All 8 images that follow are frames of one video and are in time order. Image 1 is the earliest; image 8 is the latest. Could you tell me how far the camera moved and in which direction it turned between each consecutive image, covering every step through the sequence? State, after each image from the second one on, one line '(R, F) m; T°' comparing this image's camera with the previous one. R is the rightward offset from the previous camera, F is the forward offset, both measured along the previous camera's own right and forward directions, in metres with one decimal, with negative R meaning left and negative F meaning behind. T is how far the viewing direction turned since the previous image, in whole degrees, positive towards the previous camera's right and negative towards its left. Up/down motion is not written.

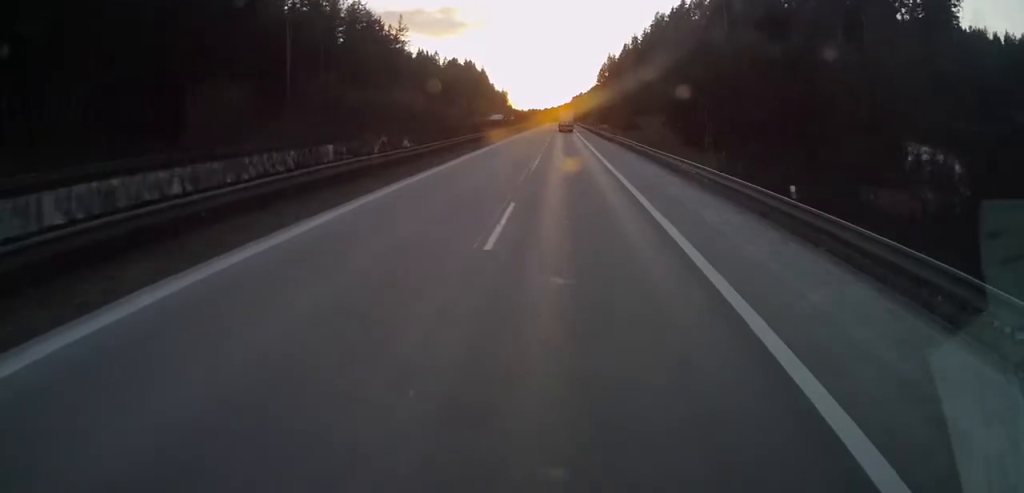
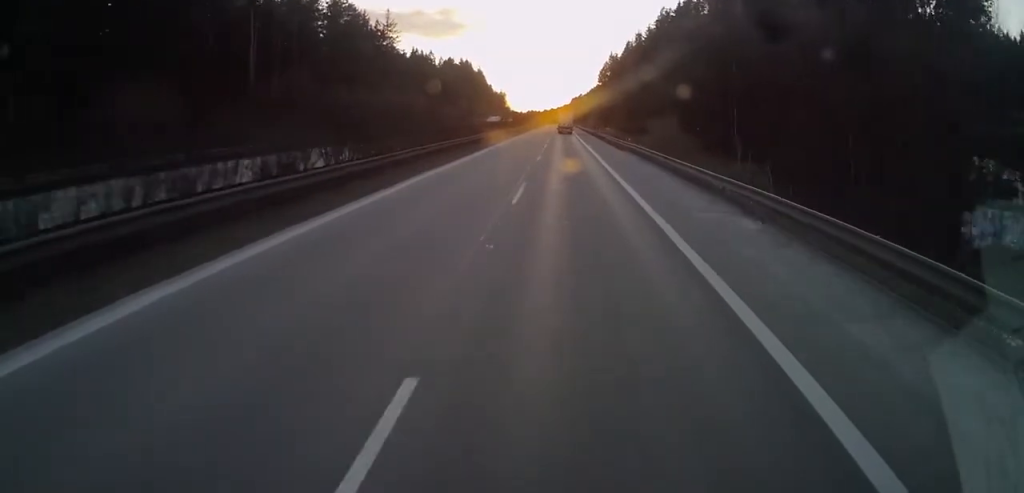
(0.0, +11.6) m; 0°
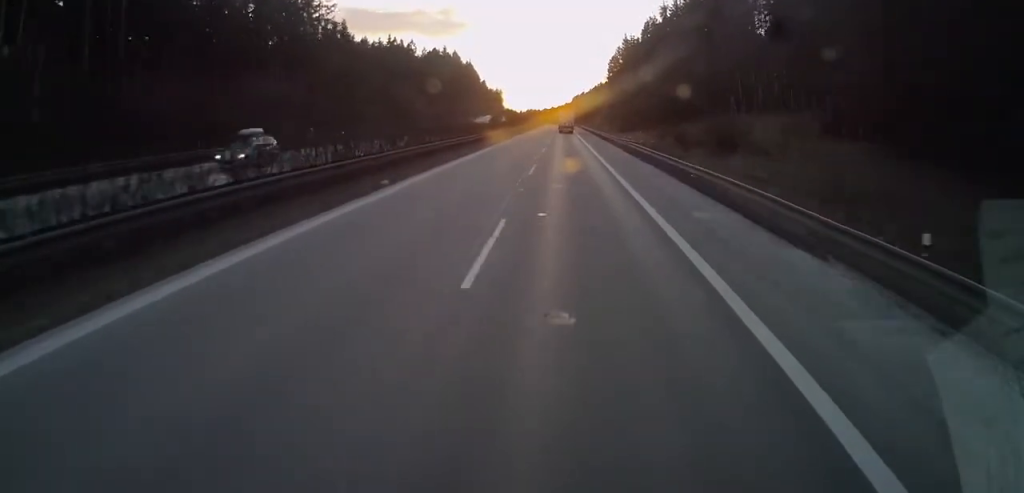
(0.0, +45.0) m; 0°
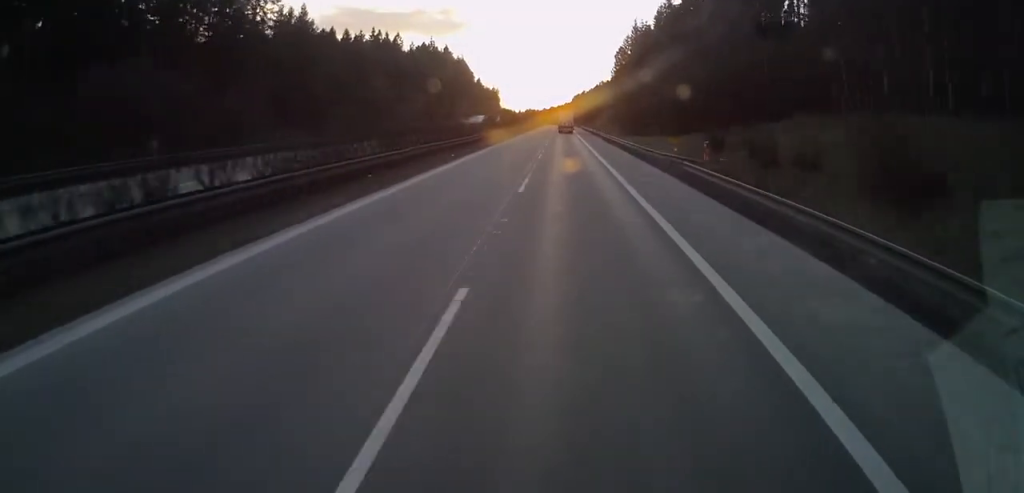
(0.0, +24.1) m; 0°
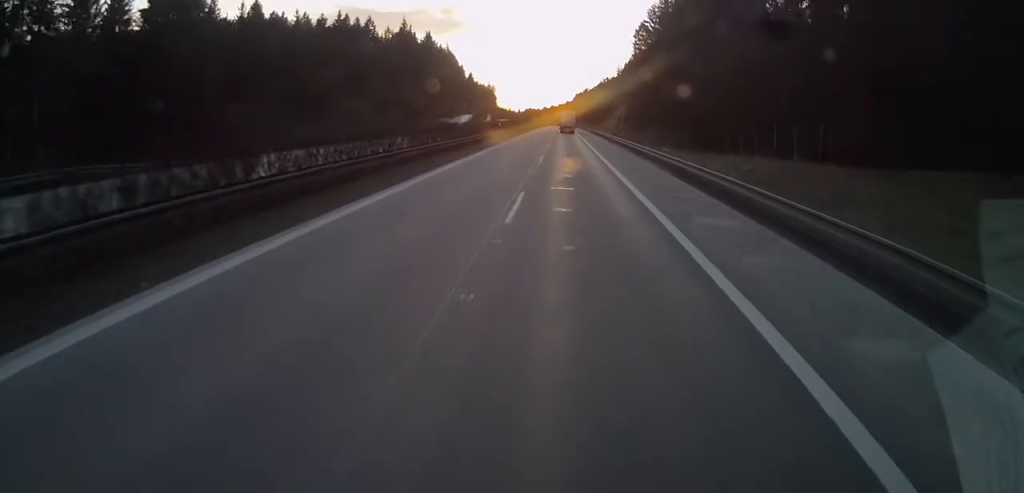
(0.0, +41.8) m; 0°
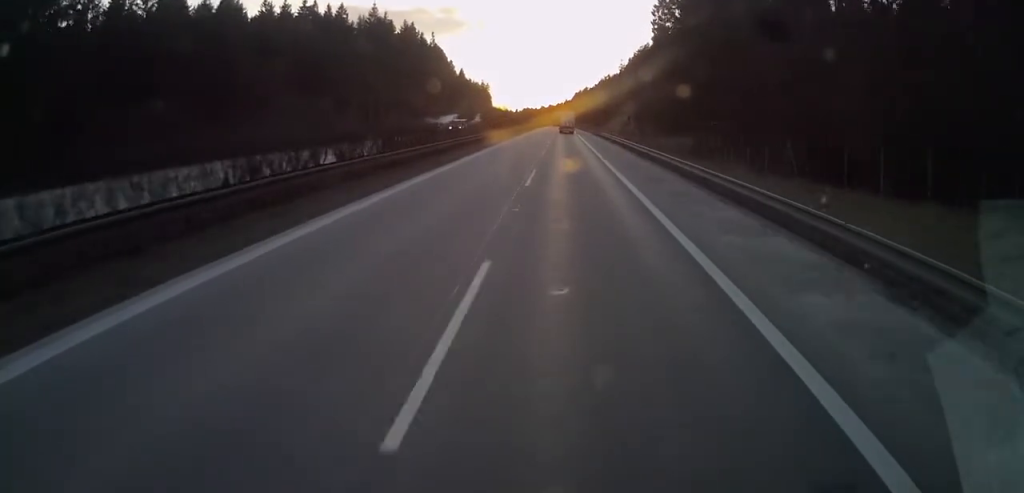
(0.0, +27.7) m; 0°
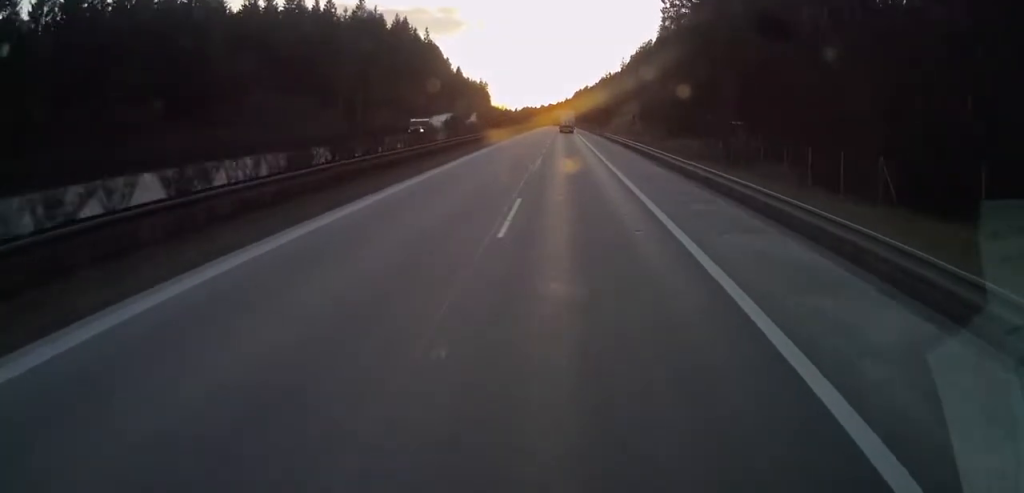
(0.0, +10.1) m; 0°
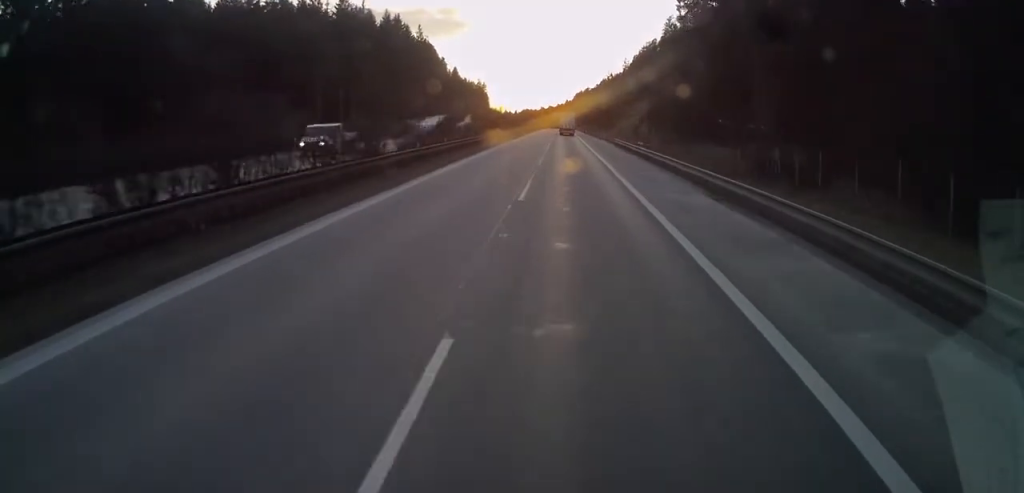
(0.0, +11.6) m; 0°
